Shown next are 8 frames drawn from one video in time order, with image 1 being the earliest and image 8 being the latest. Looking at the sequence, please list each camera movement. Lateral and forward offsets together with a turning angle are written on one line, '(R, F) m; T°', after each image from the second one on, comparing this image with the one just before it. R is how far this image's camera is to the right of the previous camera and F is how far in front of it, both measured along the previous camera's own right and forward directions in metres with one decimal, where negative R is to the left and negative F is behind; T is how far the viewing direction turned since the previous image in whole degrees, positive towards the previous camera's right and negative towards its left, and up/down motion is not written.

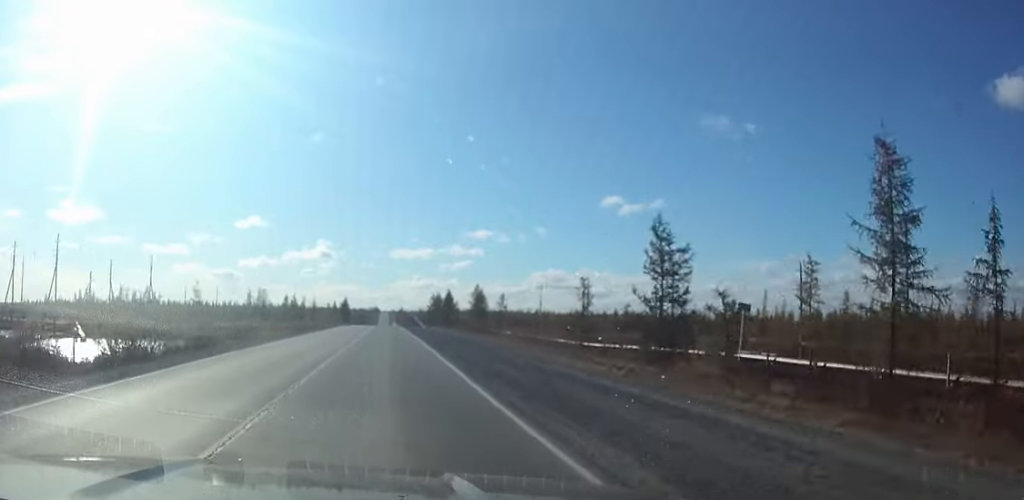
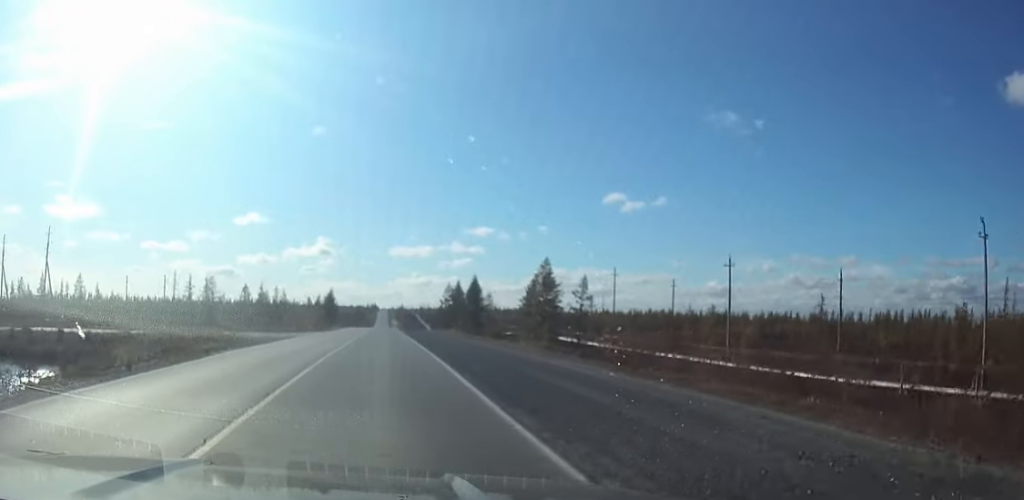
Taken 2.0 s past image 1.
(-0.1, +50.6) m; 0°
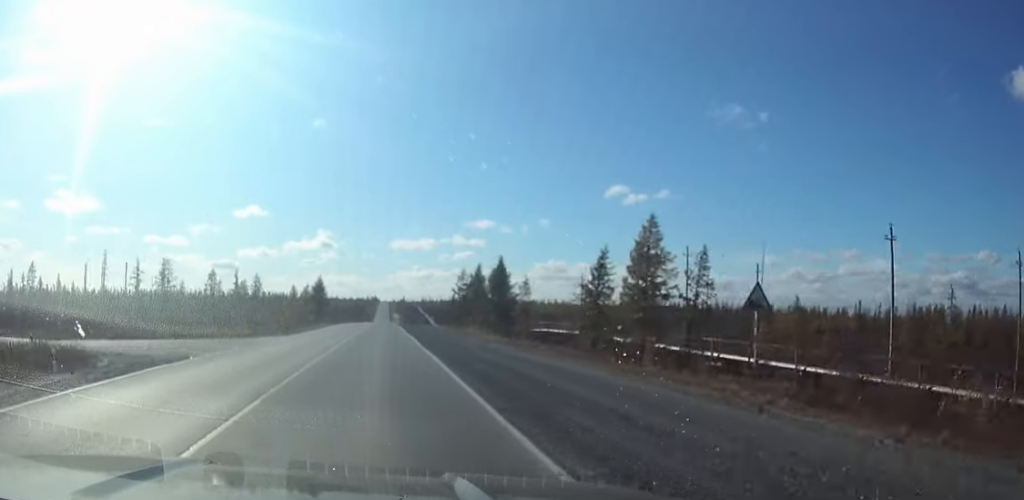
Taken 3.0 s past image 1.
(0.0, +24.9) m; 0°
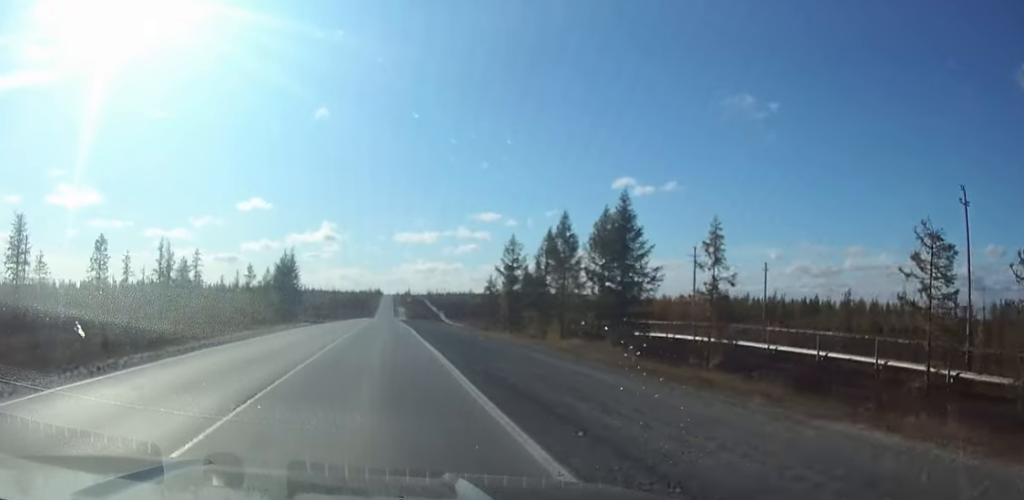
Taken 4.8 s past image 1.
(0.0, +44.8) m; 0°
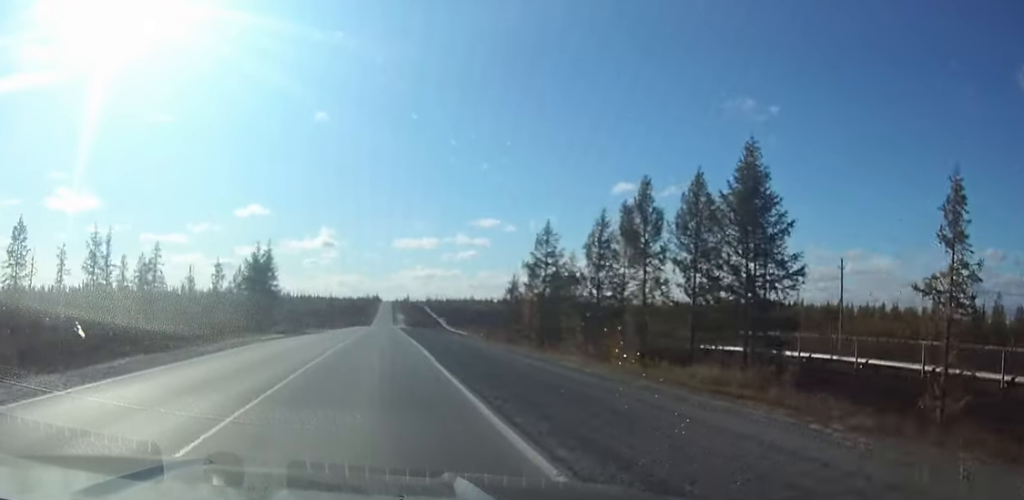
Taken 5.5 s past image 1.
(0.0, +15.6) m; 0°
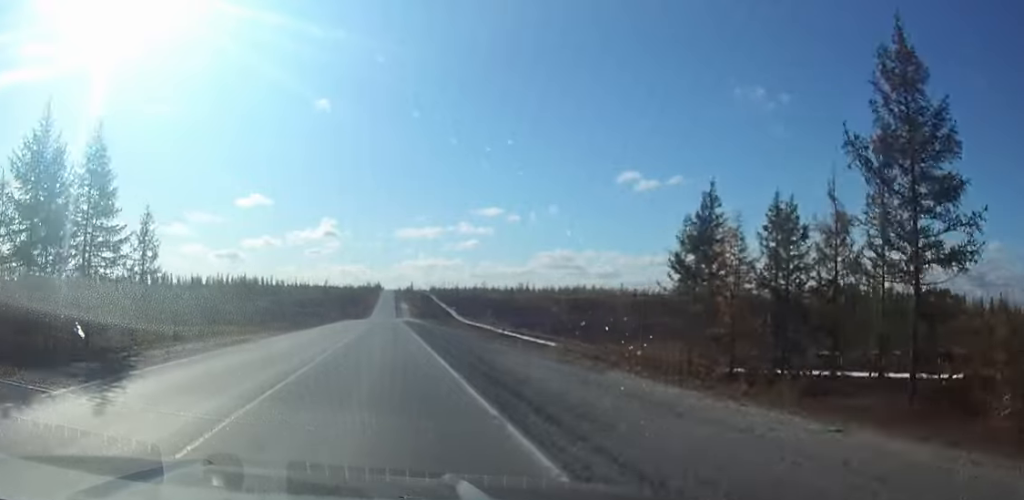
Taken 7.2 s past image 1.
(0.0, +41.8) m; 0°
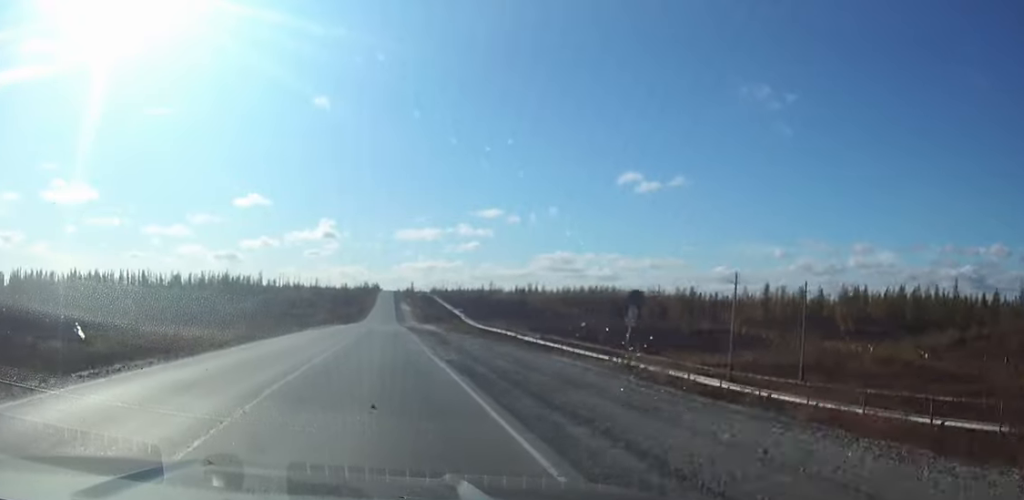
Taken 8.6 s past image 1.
(0.0, +33.4) m; 0°
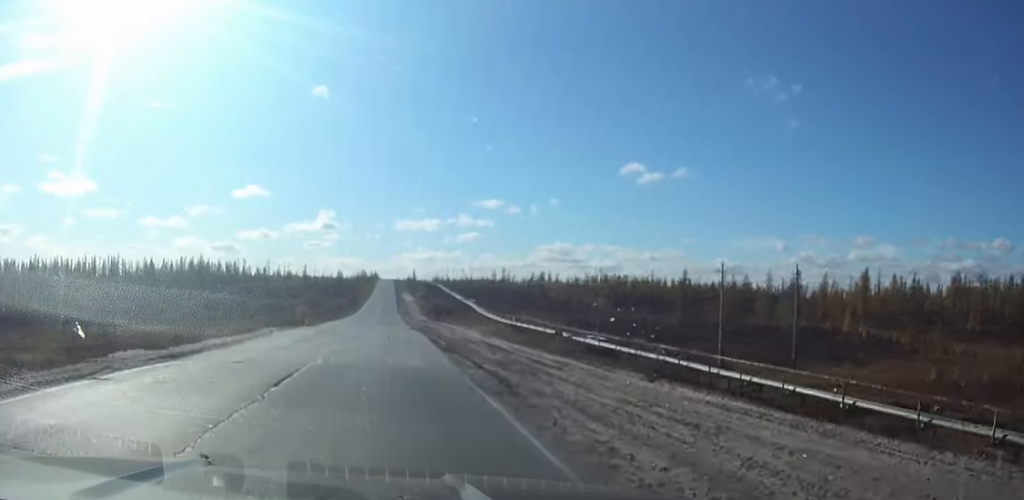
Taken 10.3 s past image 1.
(+0.1, +34.3) m; 0°
